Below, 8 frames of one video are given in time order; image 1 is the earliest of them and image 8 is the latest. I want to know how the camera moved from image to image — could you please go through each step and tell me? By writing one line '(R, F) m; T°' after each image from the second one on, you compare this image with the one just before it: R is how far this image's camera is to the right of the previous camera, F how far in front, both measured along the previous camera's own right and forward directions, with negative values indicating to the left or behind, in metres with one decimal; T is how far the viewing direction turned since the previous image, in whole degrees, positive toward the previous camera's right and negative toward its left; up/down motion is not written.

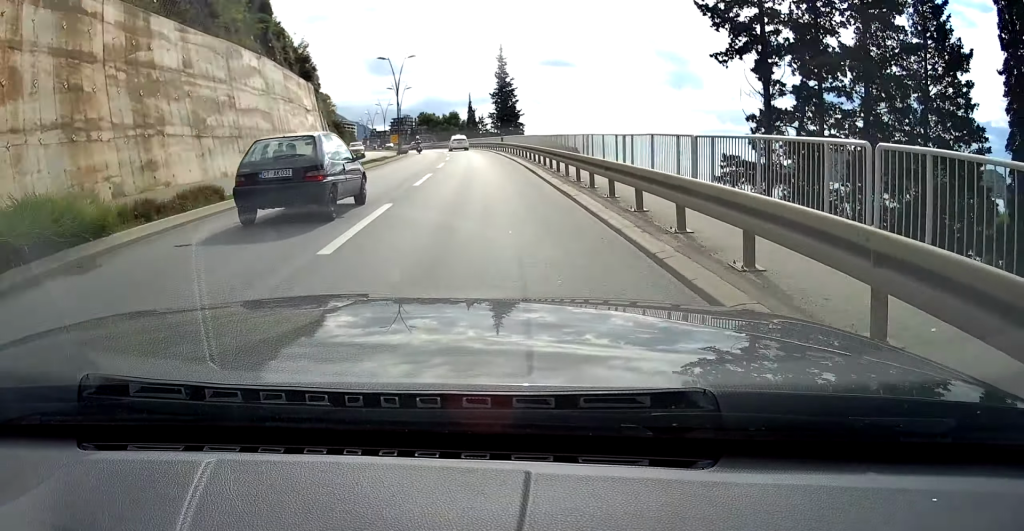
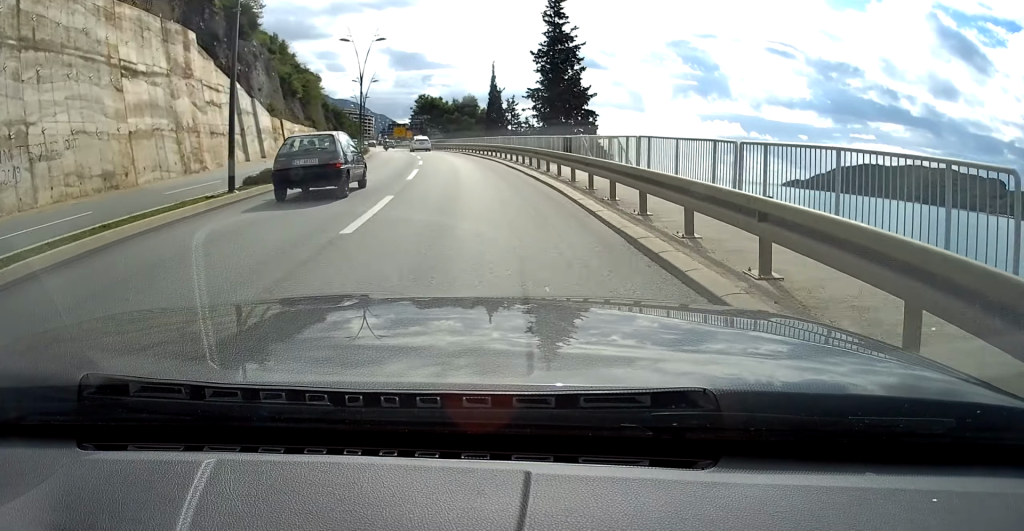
(+1.1, +37.4) m; 0°
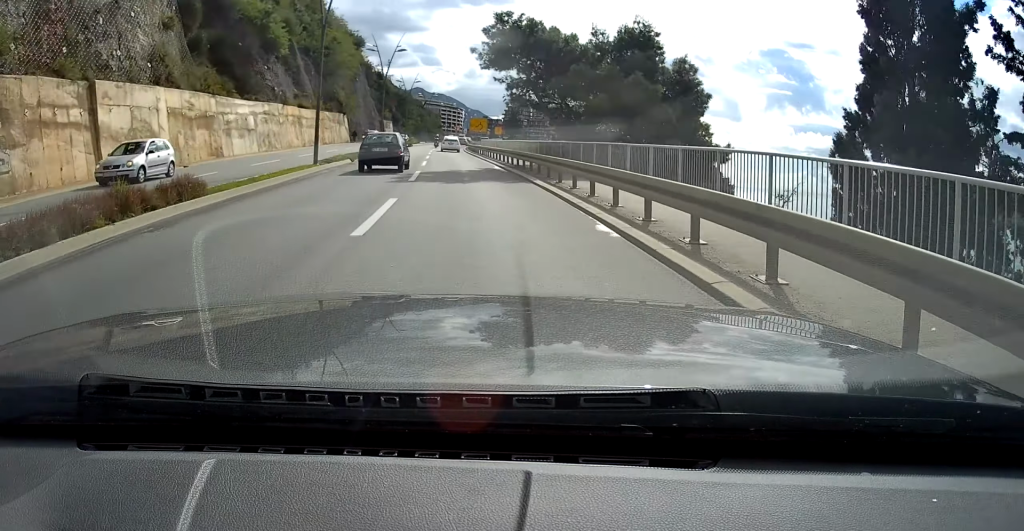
(-3.2, +51.5) m; -7°
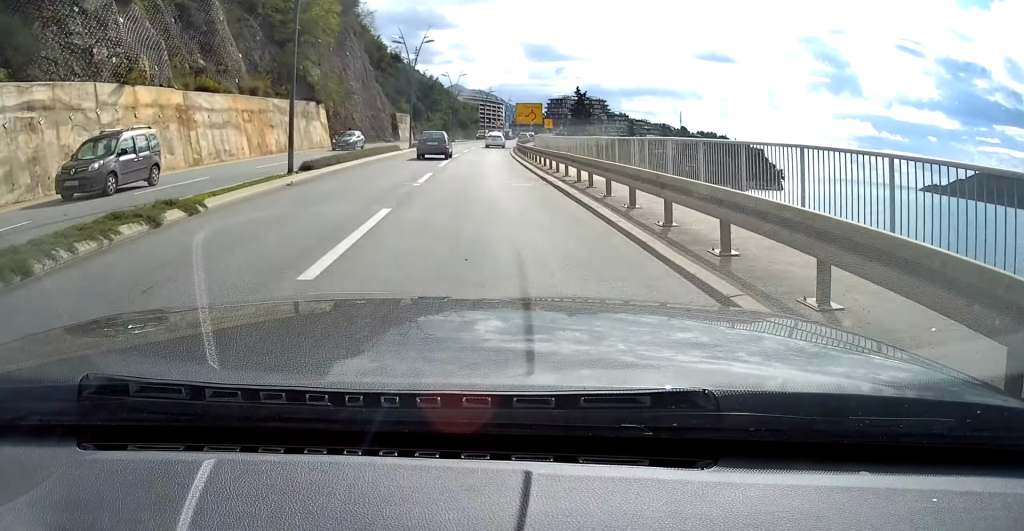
(-1.3, +34.3) m; -3°
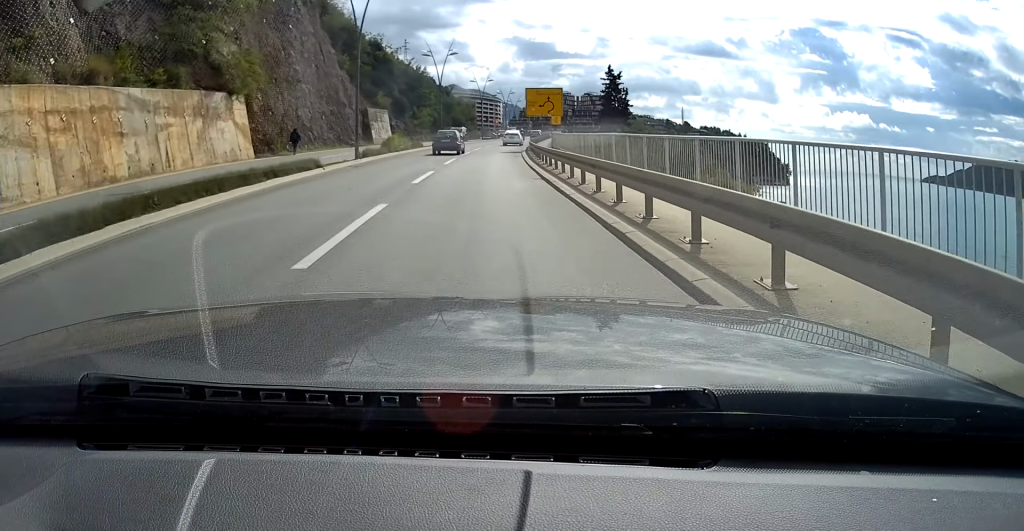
(-0.2, +19.9) m; 0°
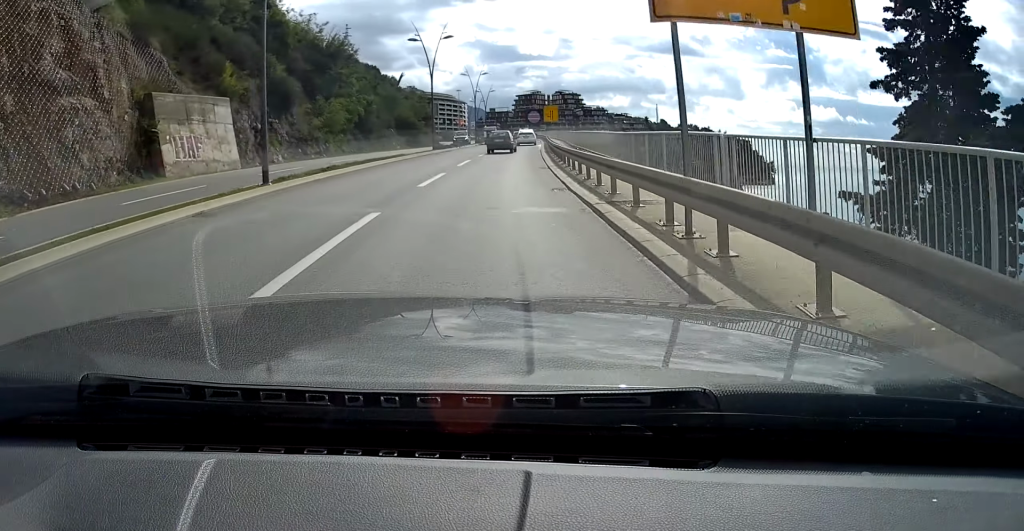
(+0.4, +40.6) m; +2°
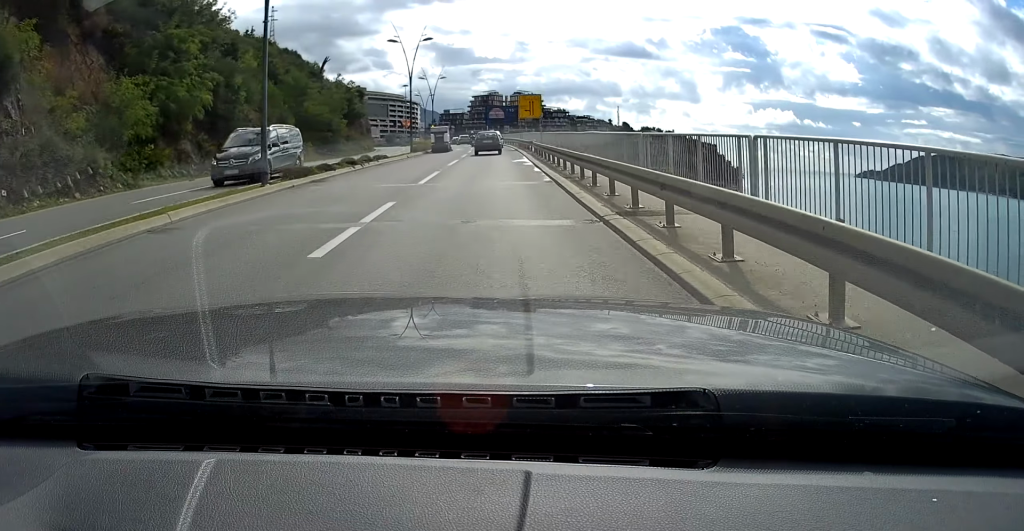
(+0.6, +27.8) m; +2°
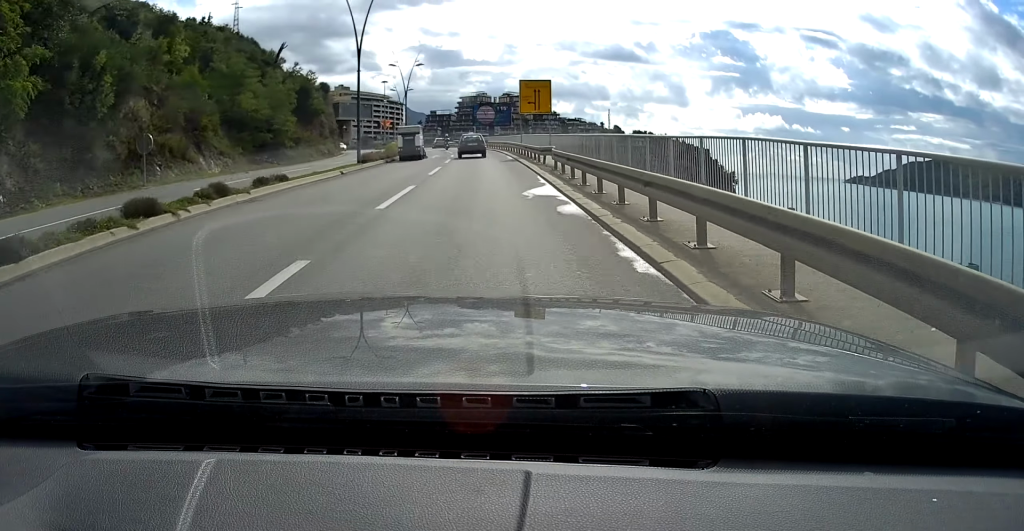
(+0.2, +14.9) m; +1°
